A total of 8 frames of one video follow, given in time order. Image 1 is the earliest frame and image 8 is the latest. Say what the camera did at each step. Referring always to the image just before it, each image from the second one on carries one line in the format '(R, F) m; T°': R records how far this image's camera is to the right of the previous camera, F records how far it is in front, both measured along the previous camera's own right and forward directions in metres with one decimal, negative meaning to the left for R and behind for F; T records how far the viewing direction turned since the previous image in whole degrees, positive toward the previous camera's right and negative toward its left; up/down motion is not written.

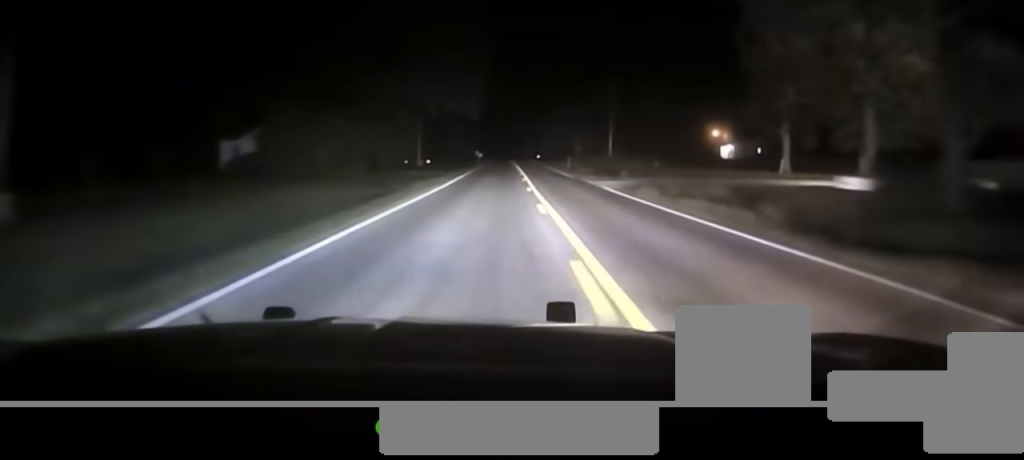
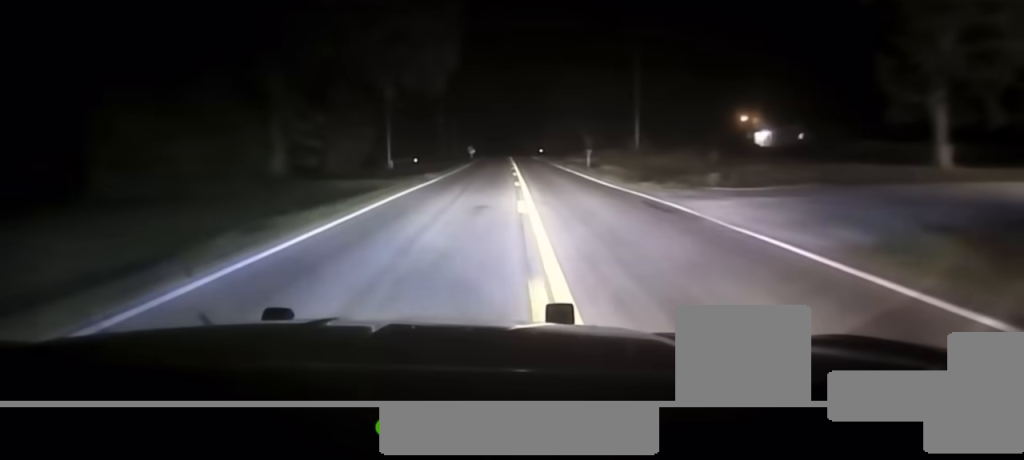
(+0.1, +22.8) m; +1°
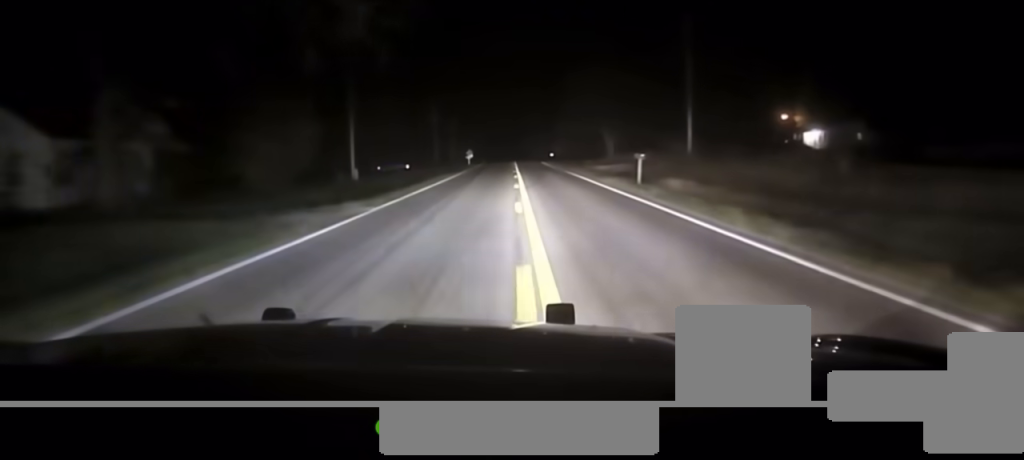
(+0.2, +25.0) m; 0°
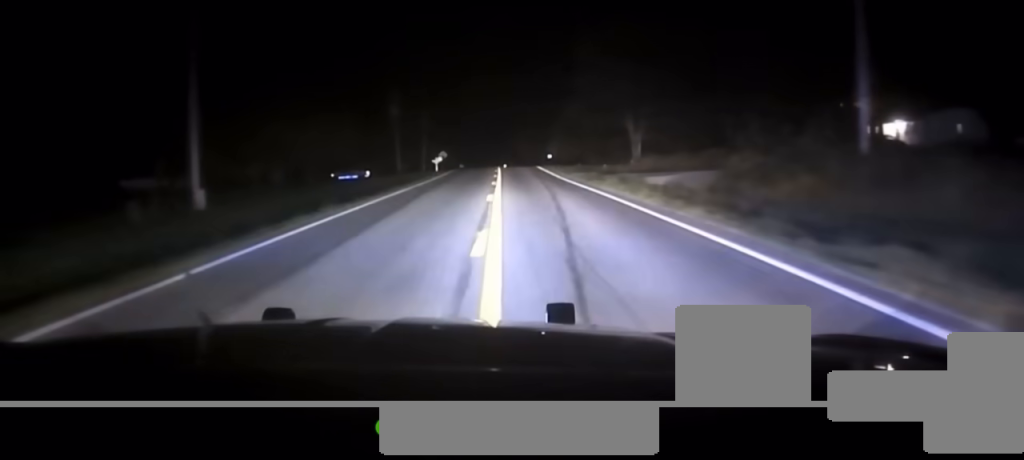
(0.0, +36.7) m; 0°
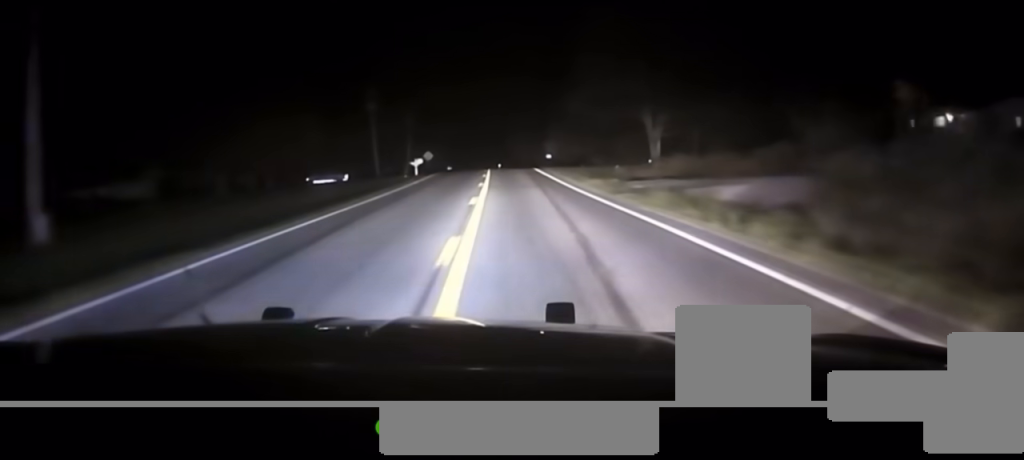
(+0.1, +13.5) m; 0°
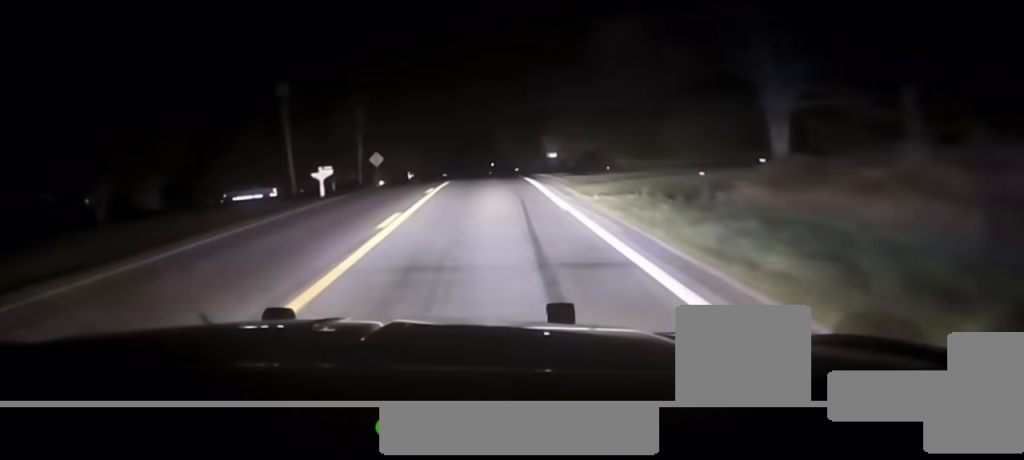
(+0.2, +30.7) m; +1°
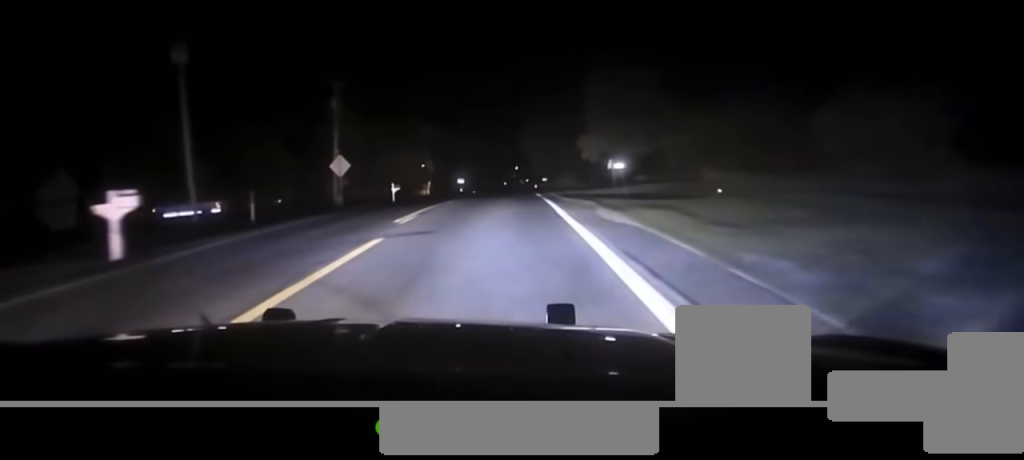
(-0.1, +21.2) m; -2°
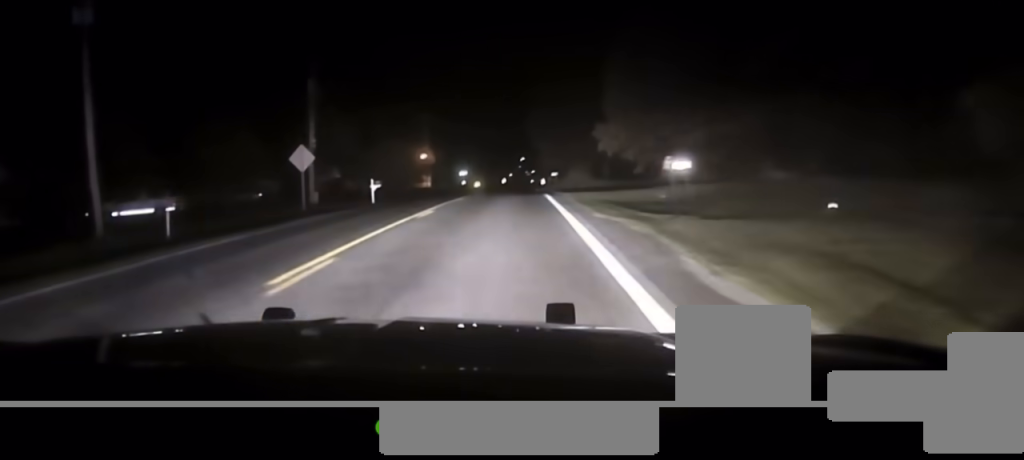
(-0.2, +9.4) m; -2°
